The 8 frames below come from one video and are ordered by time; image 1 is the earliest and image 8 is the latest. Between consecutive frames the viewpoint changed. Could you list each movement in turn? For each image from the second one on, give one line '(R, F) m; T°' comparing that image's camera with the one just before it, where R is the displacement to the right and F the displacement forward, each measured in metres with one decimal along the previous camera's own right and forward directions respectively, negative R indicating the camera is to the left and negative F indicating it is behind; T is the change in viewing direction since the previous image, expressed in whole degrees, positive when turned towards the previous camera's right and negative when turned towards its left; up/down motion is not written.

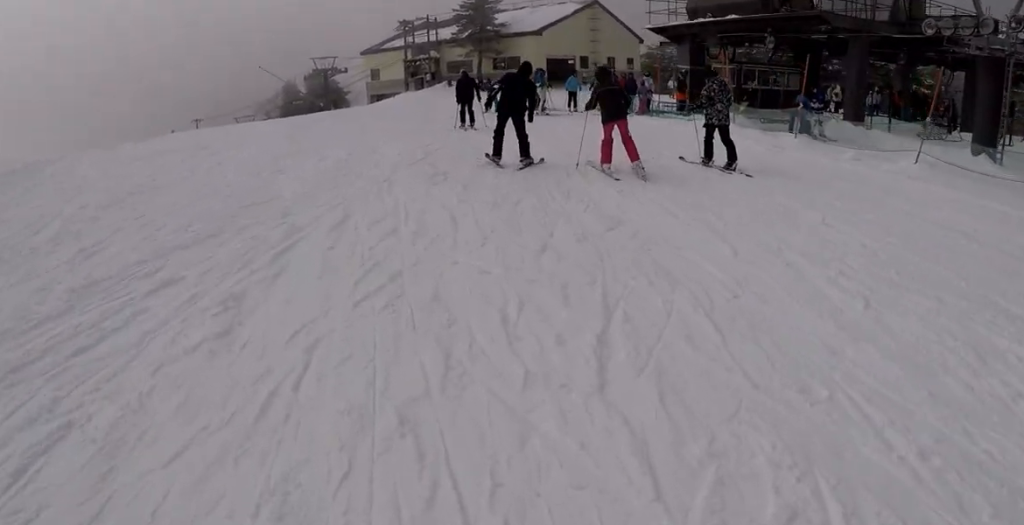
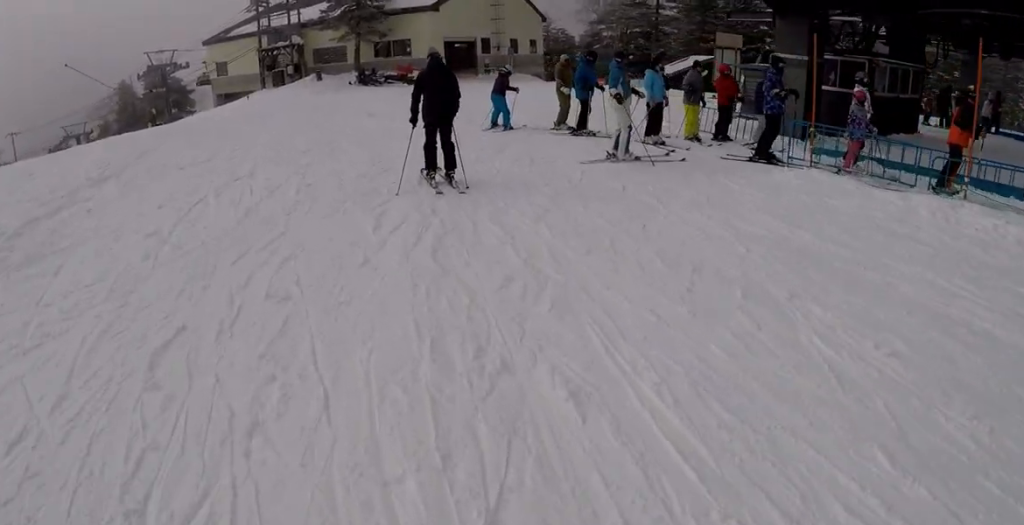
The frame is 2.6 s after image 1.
(-0.4, +13.6) m; -6°
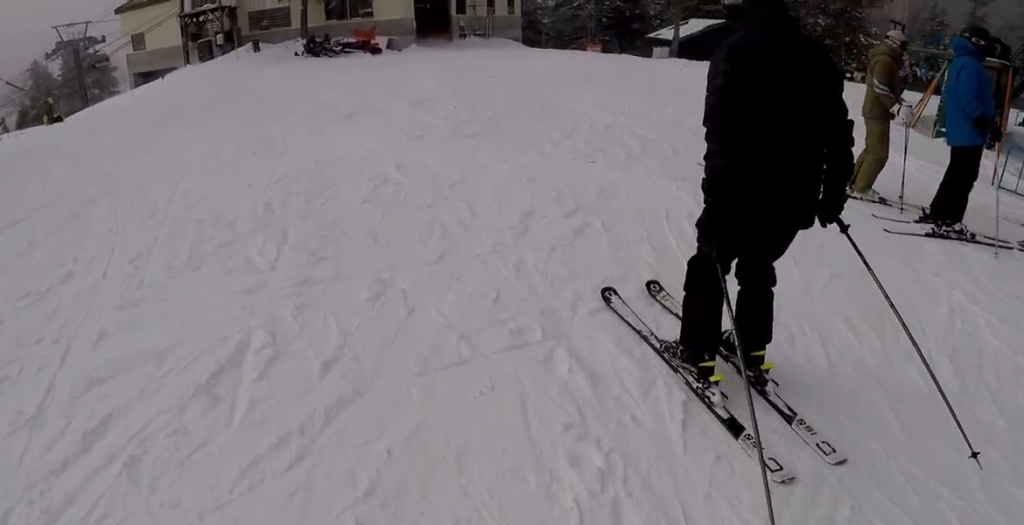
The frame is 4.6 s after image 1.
(+2.0, +8.7) m; +22°
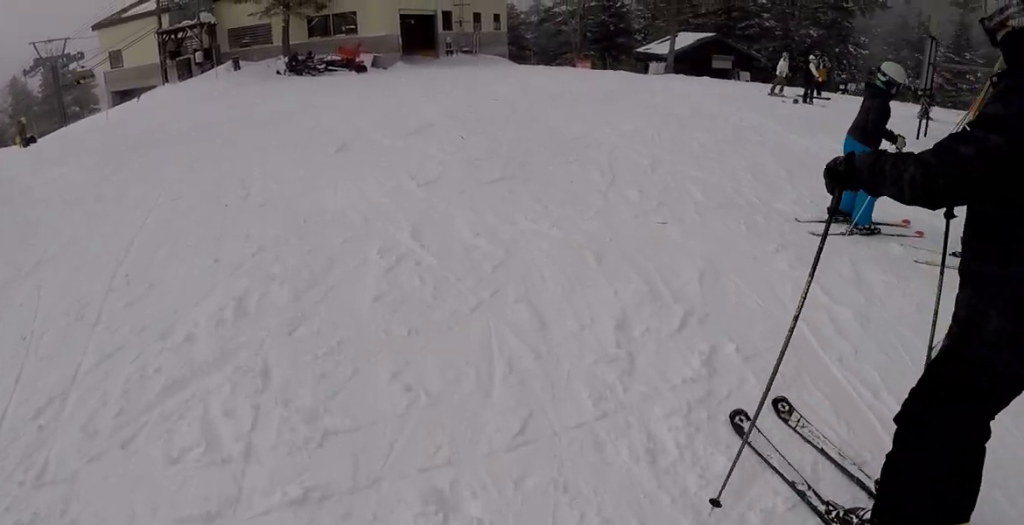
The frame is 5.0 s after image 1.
(0.0, +1.8) m; +1°
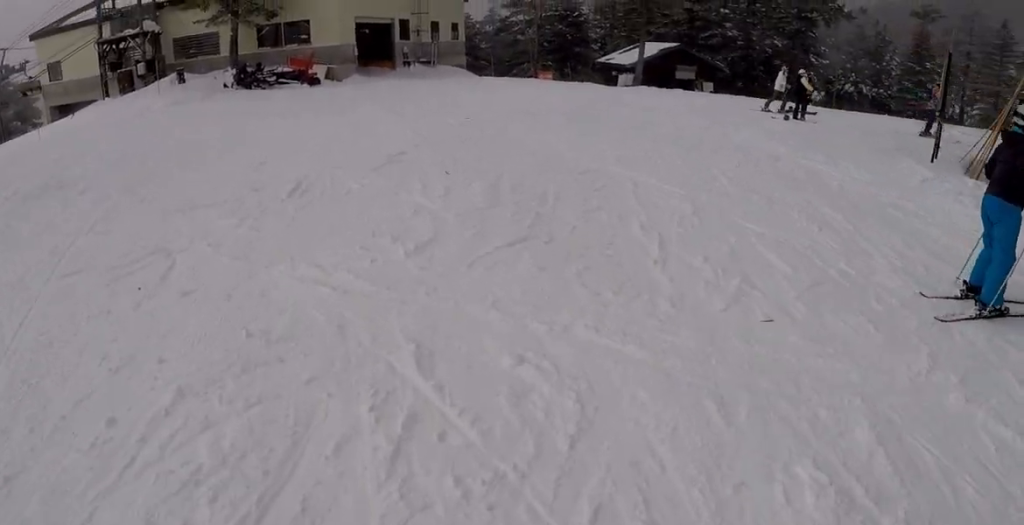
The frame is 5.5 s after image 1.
(0.0, +2.1) m; +2°
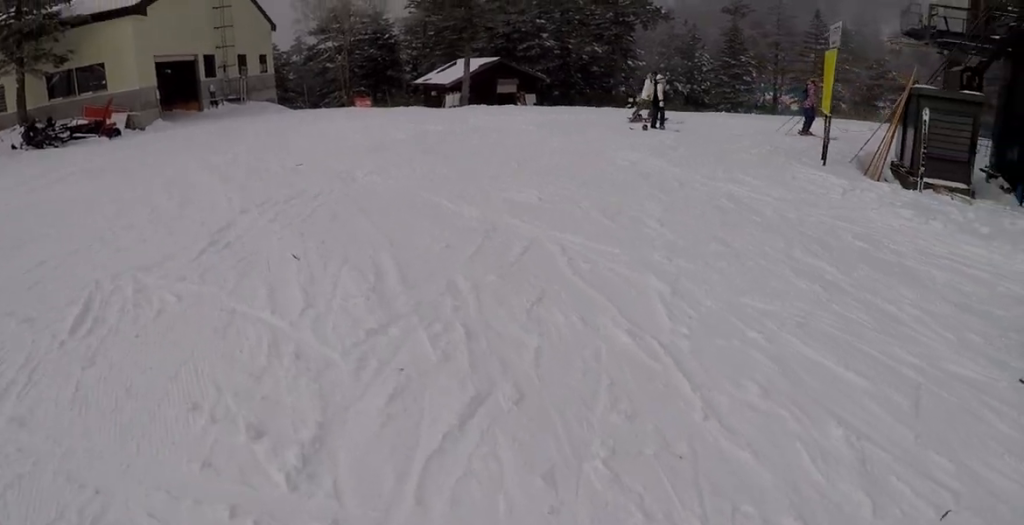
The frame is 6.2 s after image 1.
(0.0, +2.6) m; +8°
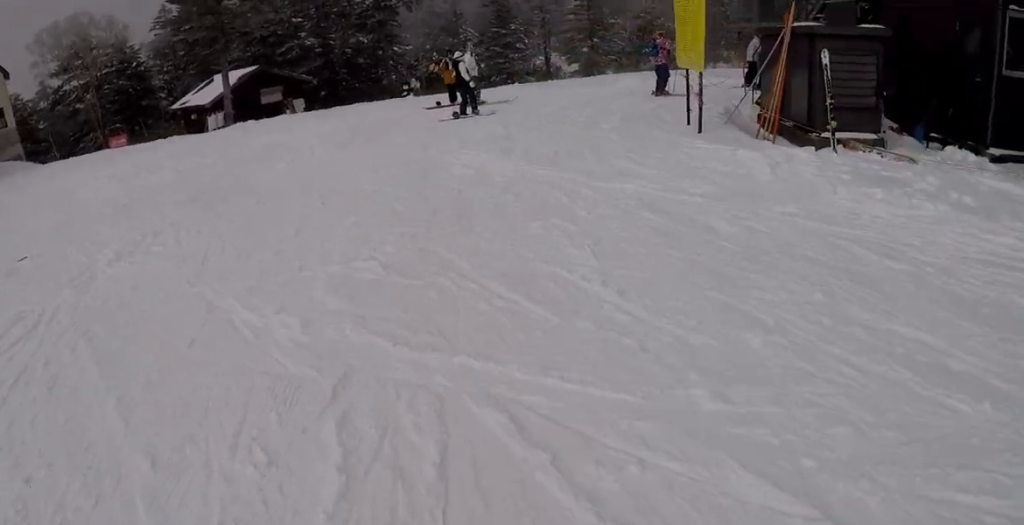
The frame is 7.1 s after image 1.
(+0.3, +3.3) m; +23°
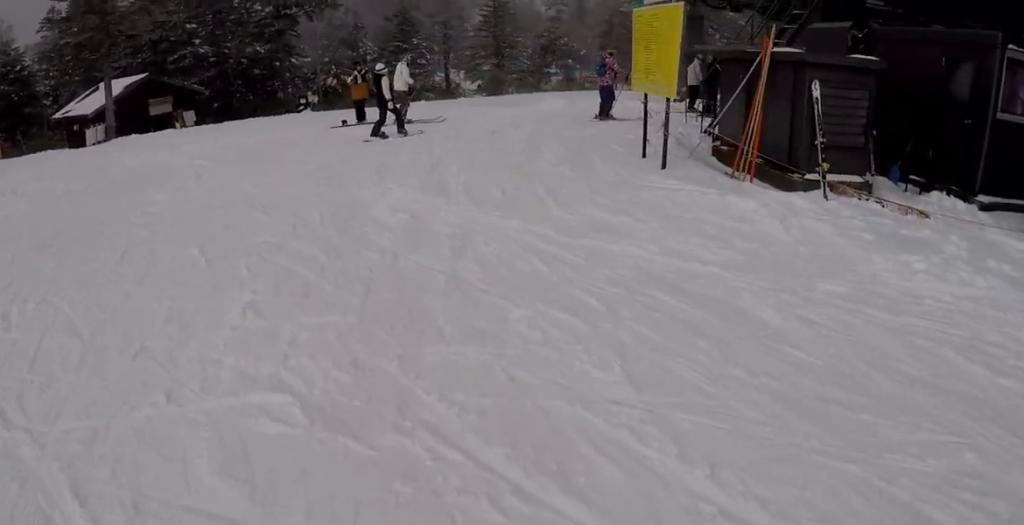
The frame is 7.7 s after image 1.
(+0.7, +2.0) m; +13°
